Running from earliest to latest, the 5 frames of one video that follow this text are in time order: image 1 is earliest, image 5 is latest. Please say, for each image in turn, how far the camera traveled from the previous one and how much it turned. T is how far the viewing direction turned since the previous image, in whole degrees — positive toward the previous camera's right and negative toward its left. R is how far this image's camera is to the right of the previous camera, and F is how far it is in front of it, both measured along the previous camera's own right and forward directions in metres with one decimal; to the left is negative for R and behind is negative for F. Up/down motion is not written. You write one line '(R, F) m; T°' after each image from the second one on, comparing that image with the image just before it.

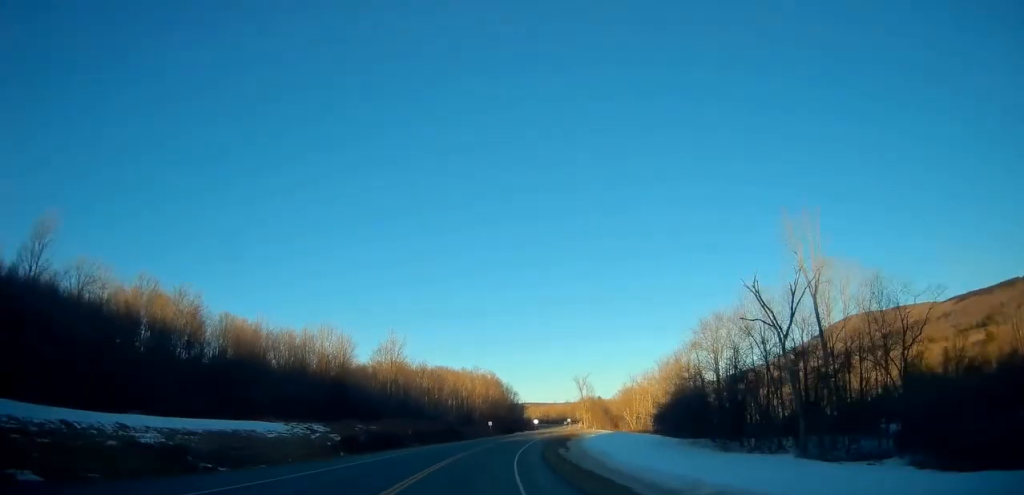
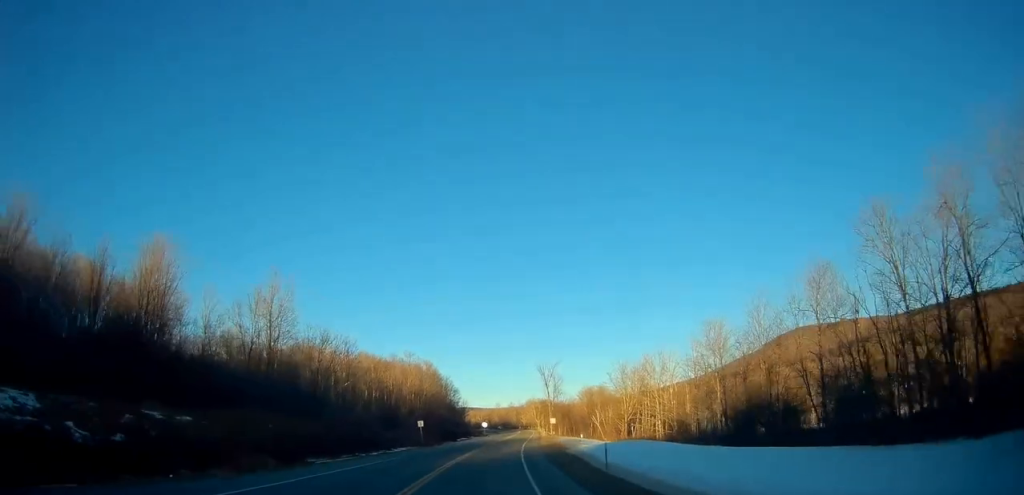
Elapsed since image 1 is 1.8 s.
(+2.0, +44.8) m; +6°
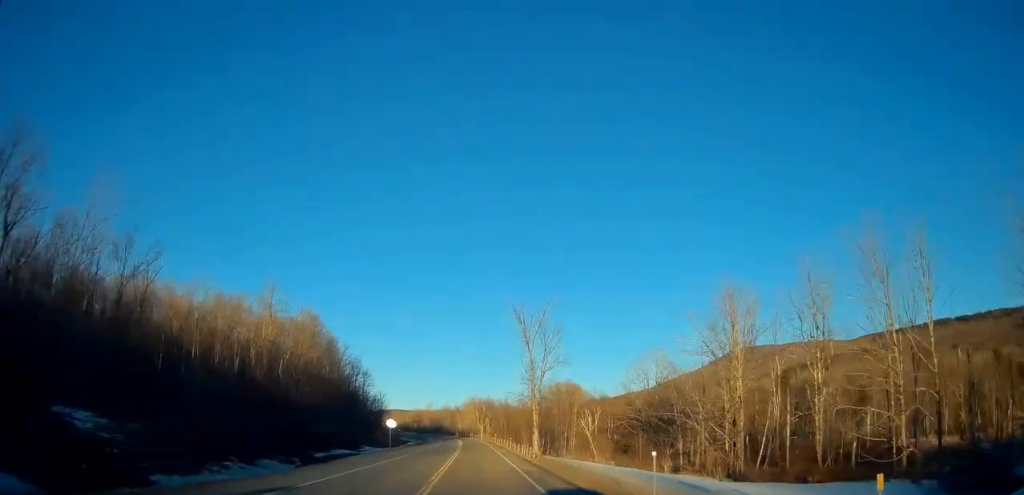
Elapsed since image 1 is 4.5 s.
(+5.7, +70.1) m; +8°
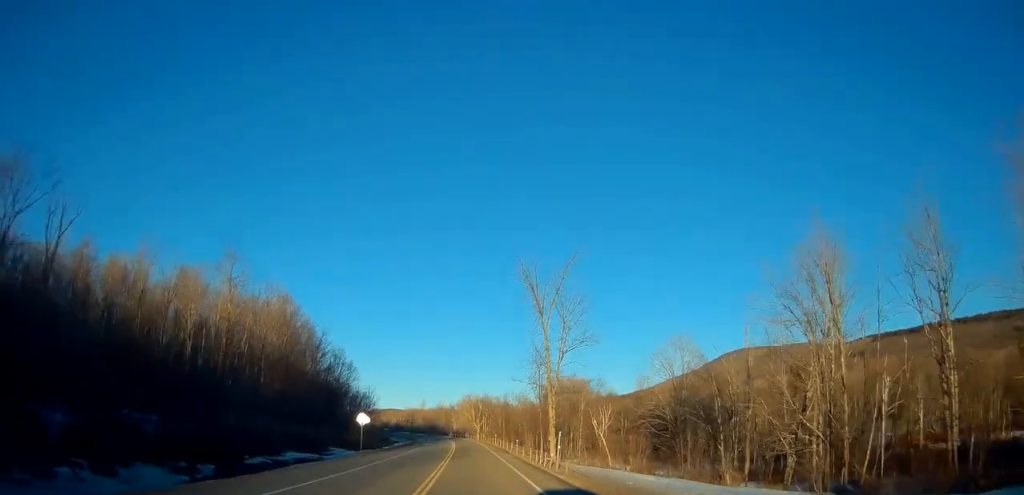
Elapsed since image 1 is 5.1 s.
(0.0, +14.7) m; +1°
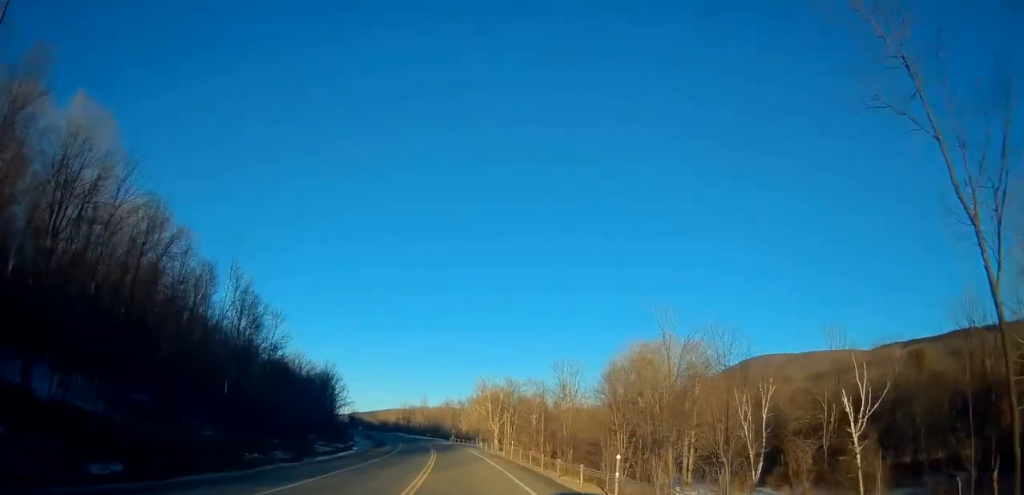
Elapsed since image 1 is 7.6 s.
(+1.1, +64.0) m; 0°
